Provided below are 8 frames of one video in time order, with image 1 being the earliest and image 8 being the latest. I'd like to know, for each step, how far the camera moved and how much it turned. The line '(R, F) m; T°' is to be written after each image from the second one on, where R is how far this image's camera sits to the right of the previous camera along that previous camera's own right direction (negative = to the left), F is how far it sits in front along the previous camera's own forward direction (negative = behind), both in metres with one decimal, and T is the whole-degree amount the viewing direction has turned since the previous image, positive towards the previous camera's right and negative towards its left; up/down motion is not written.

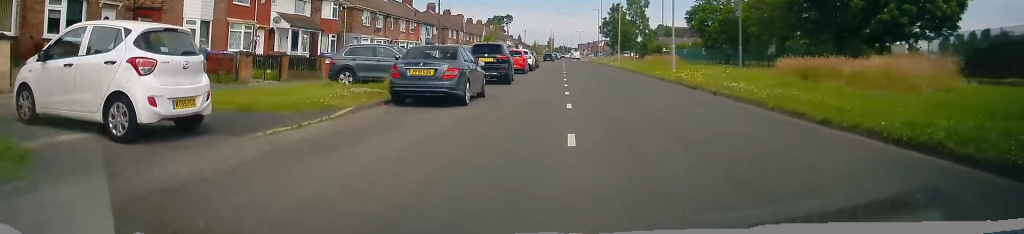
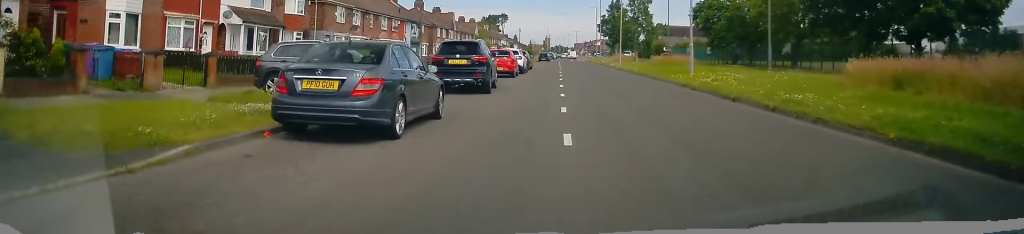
(-0.1, +5.5) m; 0°
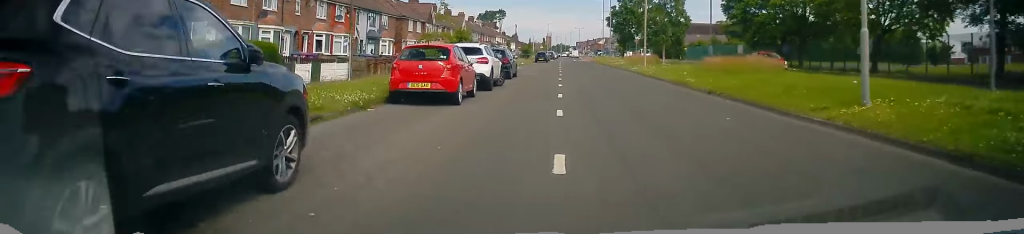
(+0.5, +16.1) m; +2°
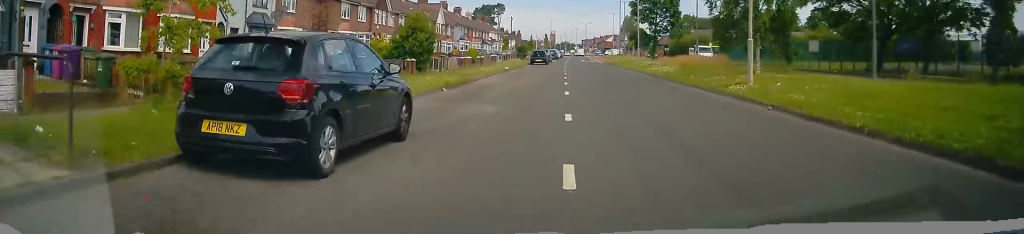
(-0.6, +22.0) m; -3°
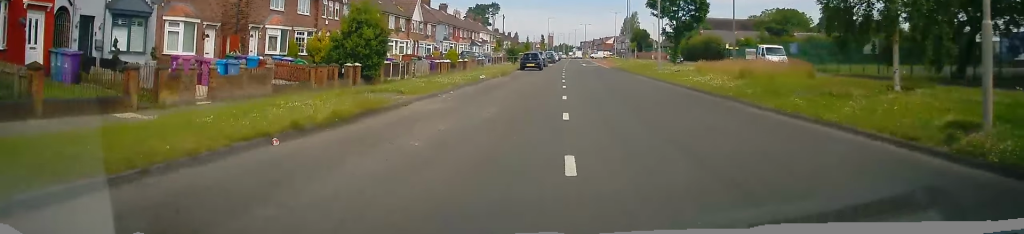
(0.0, +11.5) m; +1°
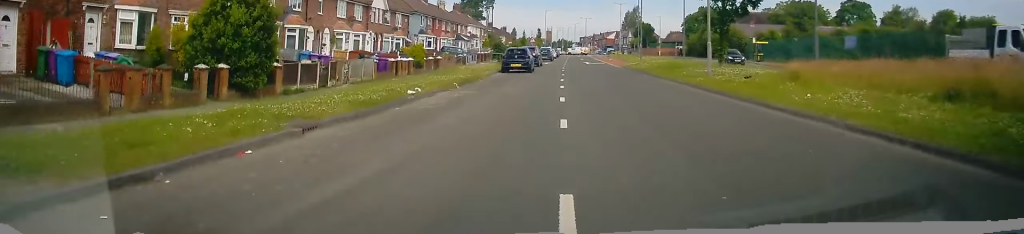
(+0.4, +13.2) m; +2°
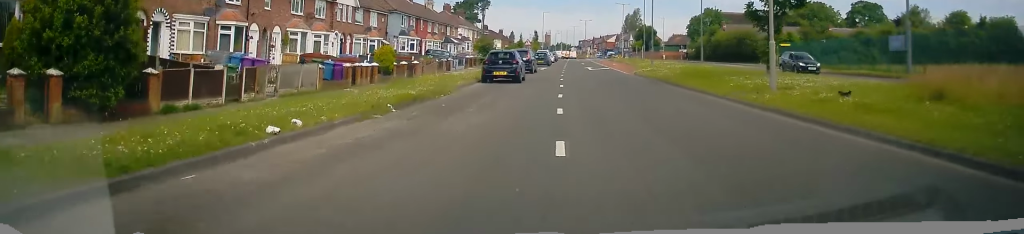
(+0.2, +7.7) m; 0°
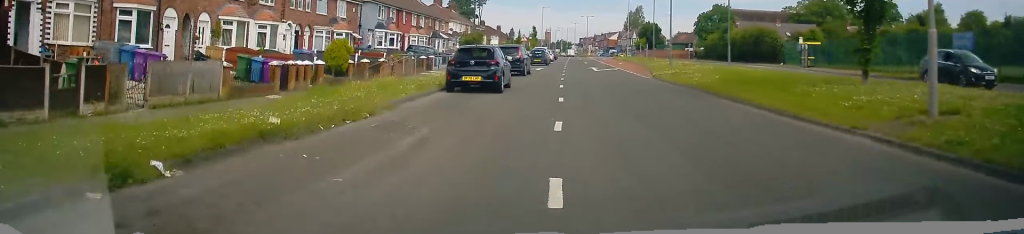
(-0.1, +8.0) m; -1°
